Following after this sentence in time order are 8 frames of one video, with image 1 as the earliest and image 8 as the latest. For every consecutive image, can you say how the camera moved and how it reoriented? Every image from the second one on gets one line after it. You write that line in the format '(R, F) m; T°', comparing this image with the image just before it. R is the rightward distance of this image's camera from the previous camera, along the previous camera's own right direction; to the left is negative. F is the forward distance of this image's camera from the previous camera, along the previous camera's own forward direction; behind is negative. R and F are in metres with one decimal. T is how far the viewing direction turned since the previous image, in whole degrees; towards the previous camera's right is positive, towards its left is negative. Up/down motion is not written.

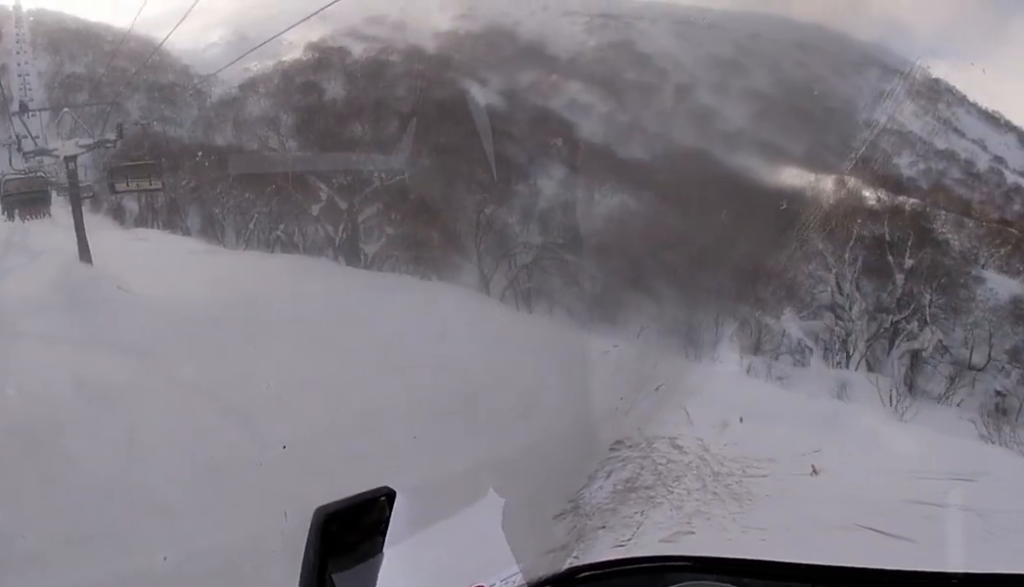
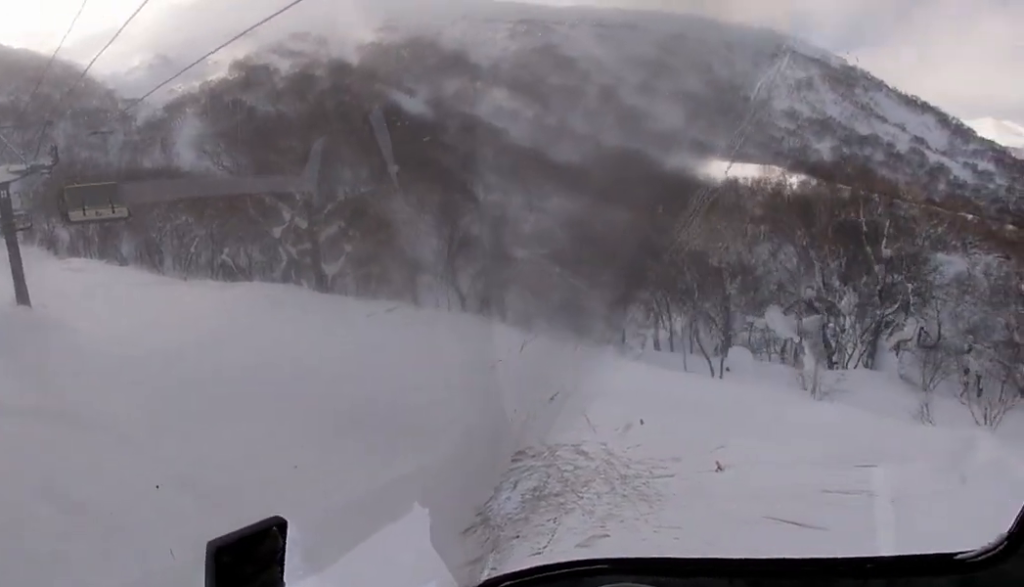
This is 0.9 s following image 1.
(+0.7, +2.8) m; 0°
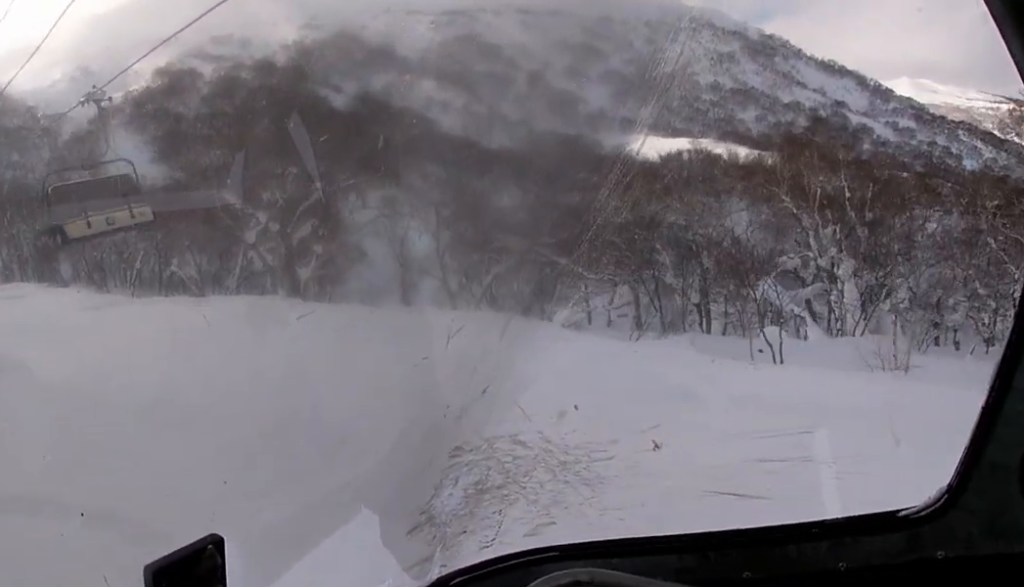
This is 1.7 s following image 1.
(-0.8, +3.4) m; -5°
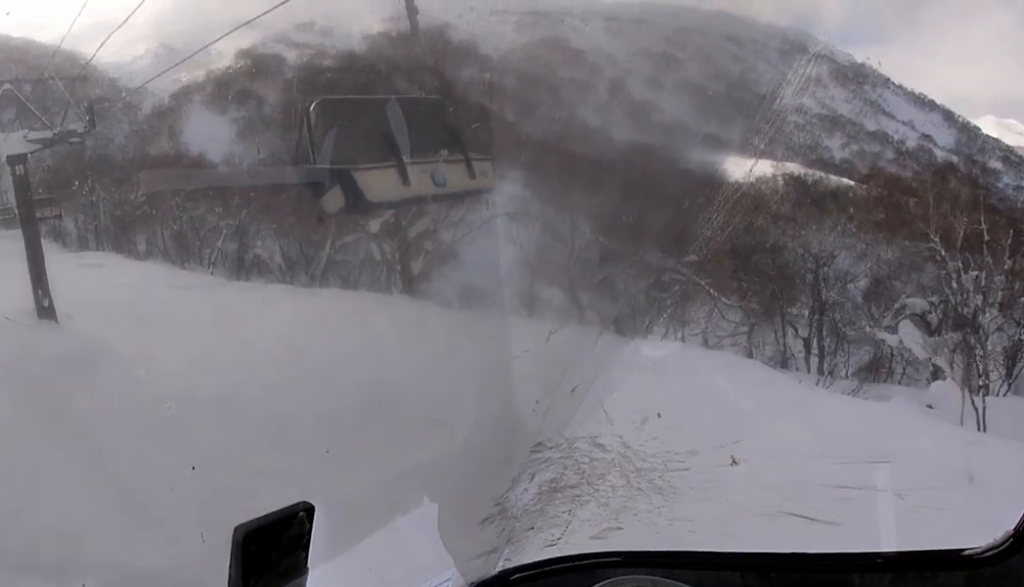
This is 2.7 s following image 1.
(+0.4, +4.0) m; -2°
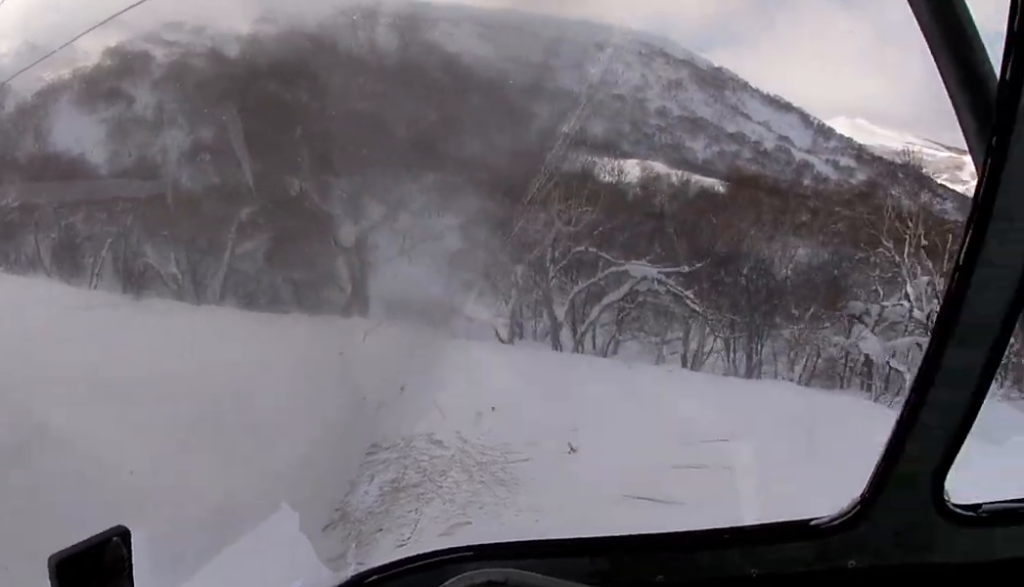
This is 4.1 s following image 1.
(-0.7, +5.7) m; -7°
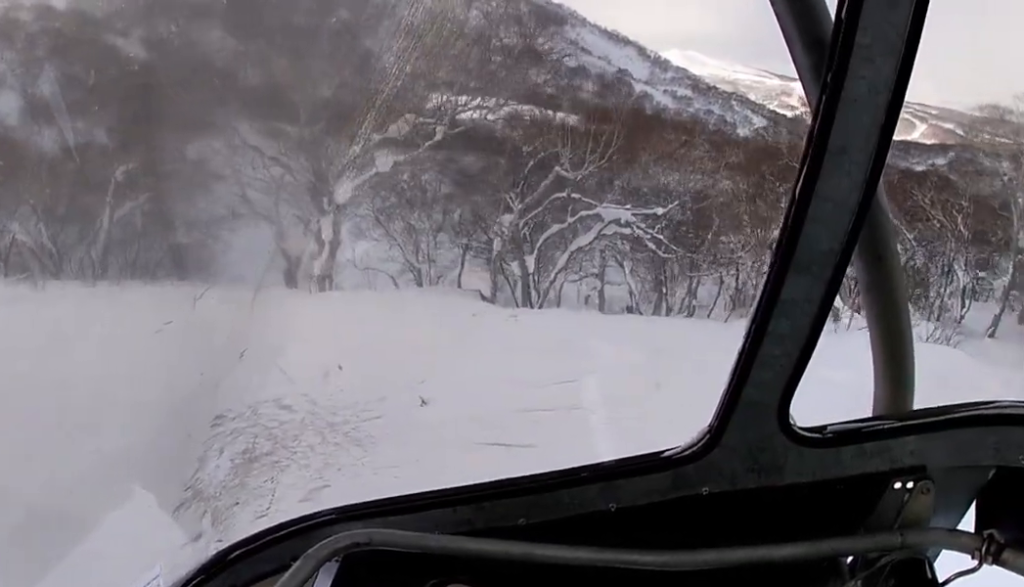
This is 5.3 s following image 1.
(+0.4, +5.2) m; +7°
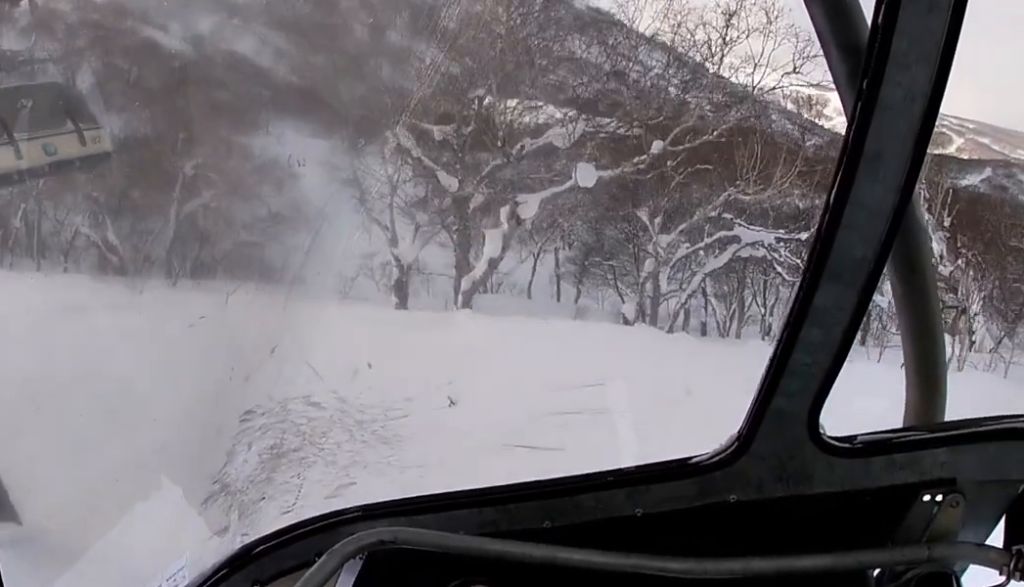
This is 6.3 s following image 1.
(+0.1, +4.5) m; -4°
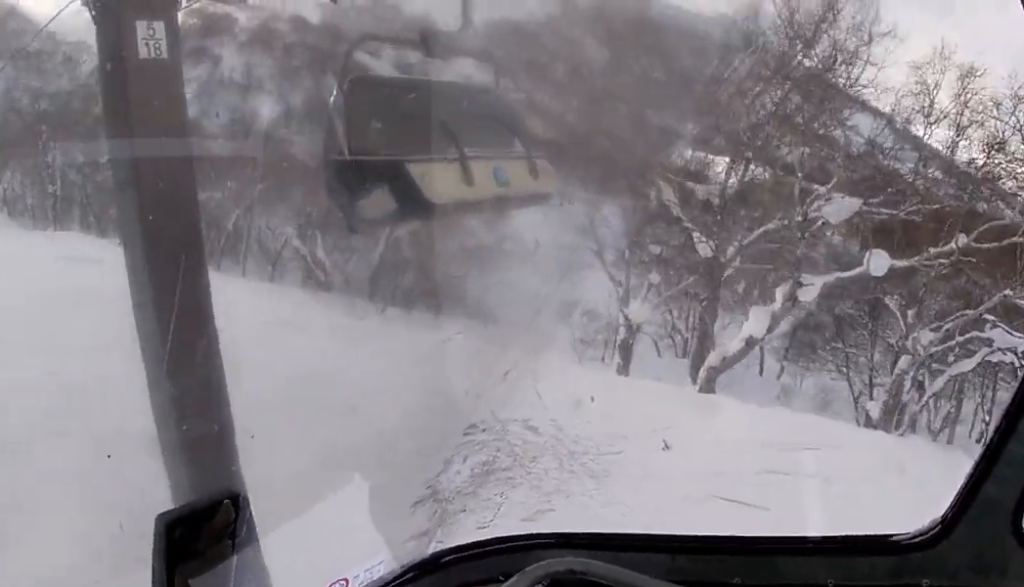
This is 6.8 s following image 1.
(-0.1, +1.9) m; -4°
